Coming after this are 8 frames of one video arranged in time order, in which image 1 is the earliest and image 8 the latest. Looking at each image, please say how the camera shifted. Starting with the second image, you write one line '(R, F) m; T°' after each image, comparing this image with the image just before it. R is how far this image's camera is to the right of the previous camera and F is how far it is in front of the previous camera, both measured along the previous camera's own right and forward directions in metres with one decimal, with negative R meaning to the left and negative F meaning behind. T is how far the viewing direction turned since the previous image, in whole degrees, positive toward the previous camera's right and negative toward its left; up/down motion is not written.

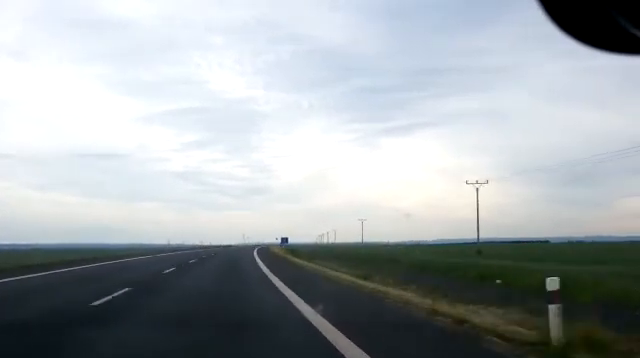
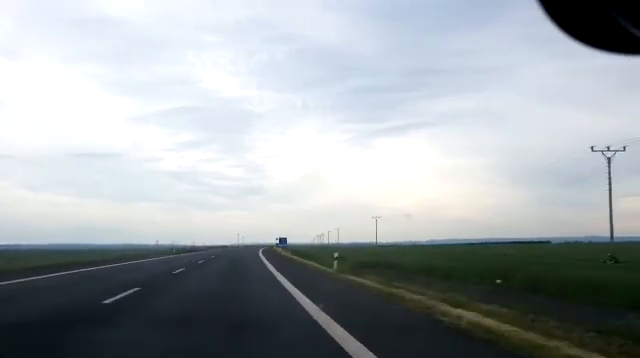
(+0.4, +26.6) m; +1°
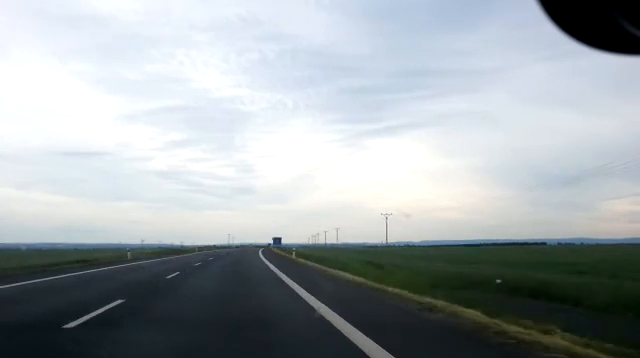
(+0.1, +20.6) m; 0°
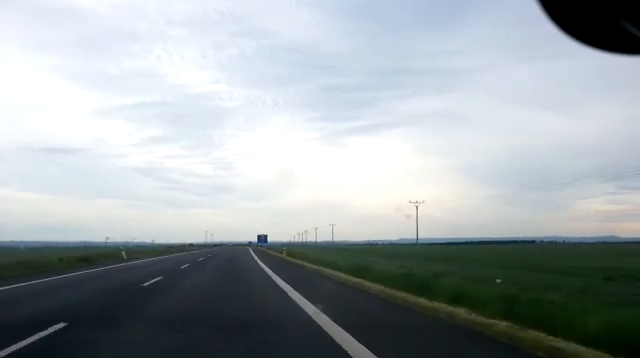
(+0.7, +38.2) m; +2°
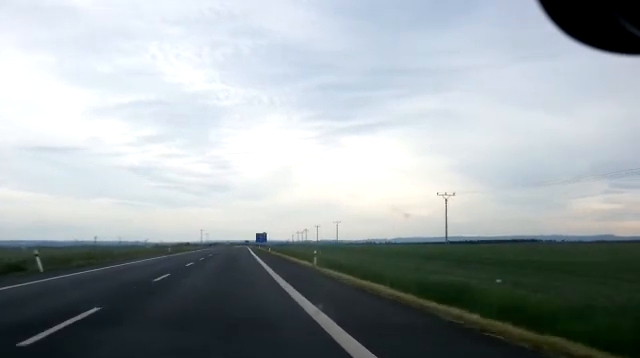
(+0.1, +16.2) m; +1°
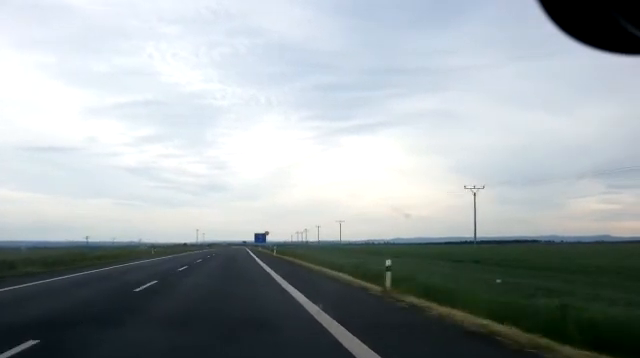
(-0.1, +11.6) m; +1°
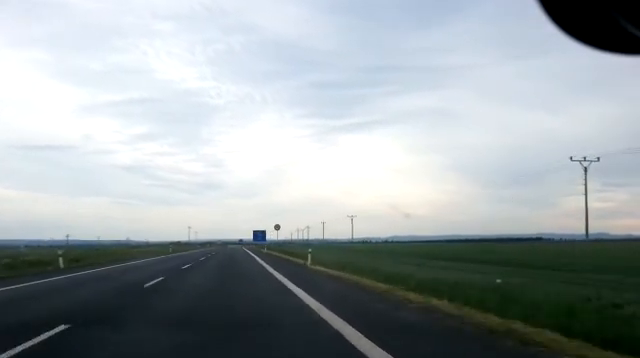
(+0.5, +25.5) m; 0°
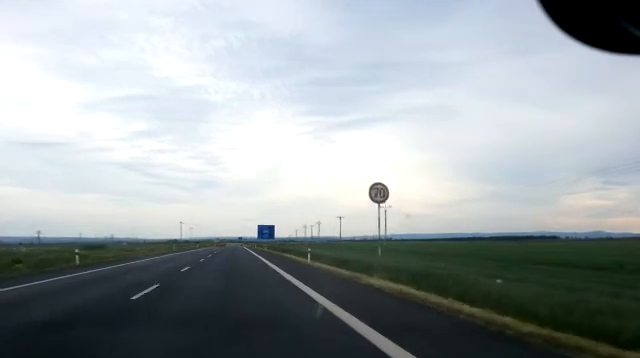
(-0.5, +38.2) m; -1°
